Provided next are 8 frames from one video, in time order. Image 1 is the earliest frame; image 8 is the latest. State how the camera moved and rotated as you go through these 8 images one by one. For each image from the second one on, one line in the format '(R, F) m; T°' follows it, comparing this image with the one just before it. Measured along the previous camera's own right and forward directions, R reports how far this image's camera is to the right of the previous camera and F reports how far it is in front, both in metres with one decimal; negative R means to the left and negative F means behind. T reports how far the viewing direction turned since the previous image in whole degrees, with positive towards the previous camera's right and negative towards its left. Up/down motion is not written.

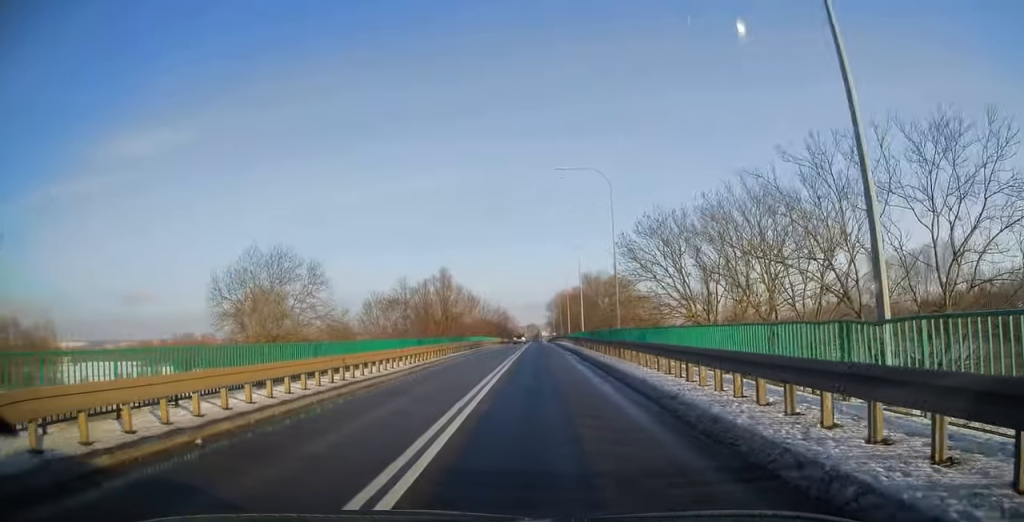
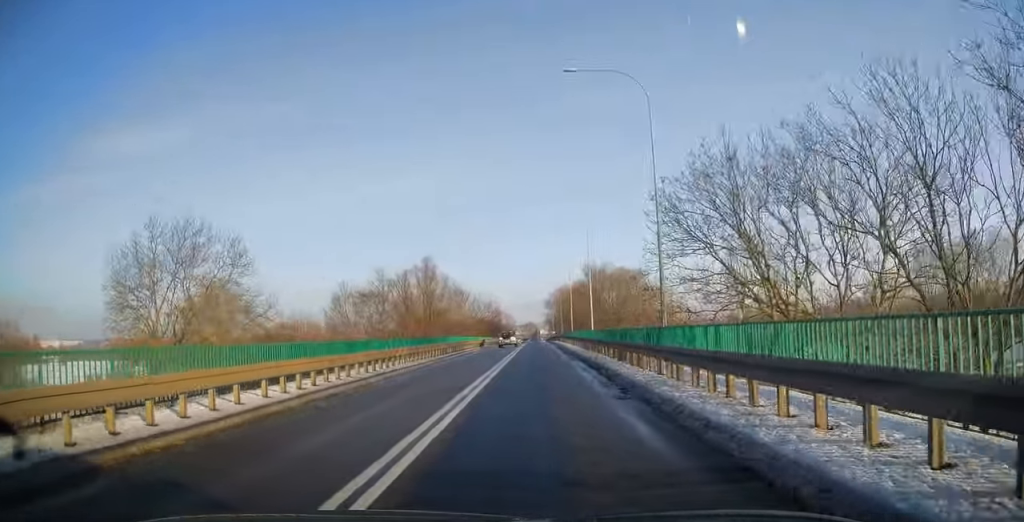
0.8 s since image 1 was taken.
(+0.1, +13.1) m; 0°
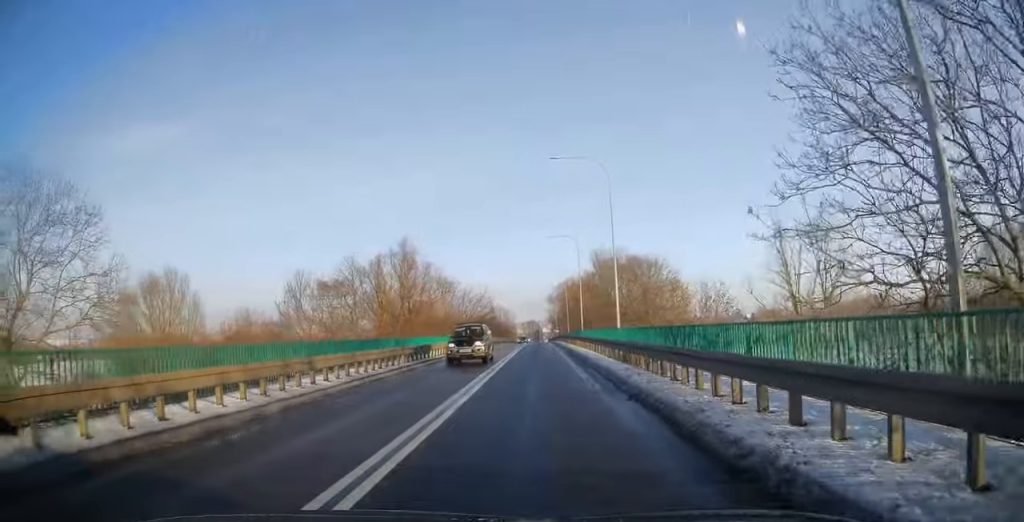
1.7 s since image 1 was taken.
(-0.3, +14.8) m; 0°
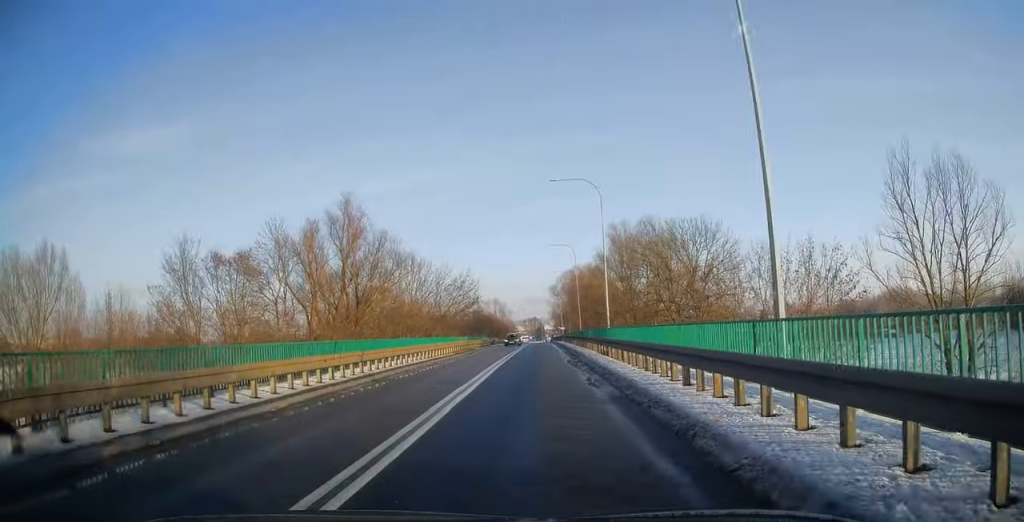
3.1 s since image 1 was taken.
(+0.1, +21.4) m; -1°
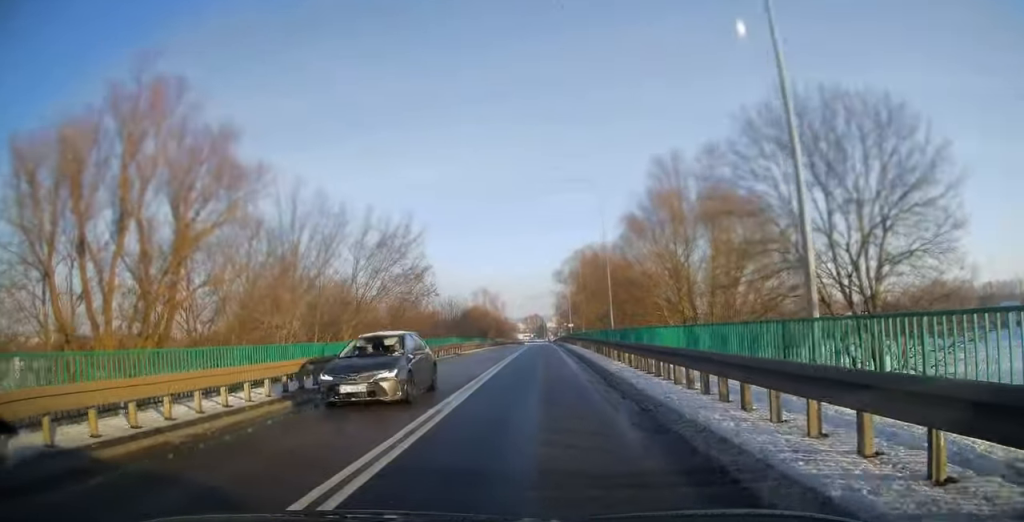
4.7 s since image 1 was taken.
(-0.4, +27.3) m; -1°
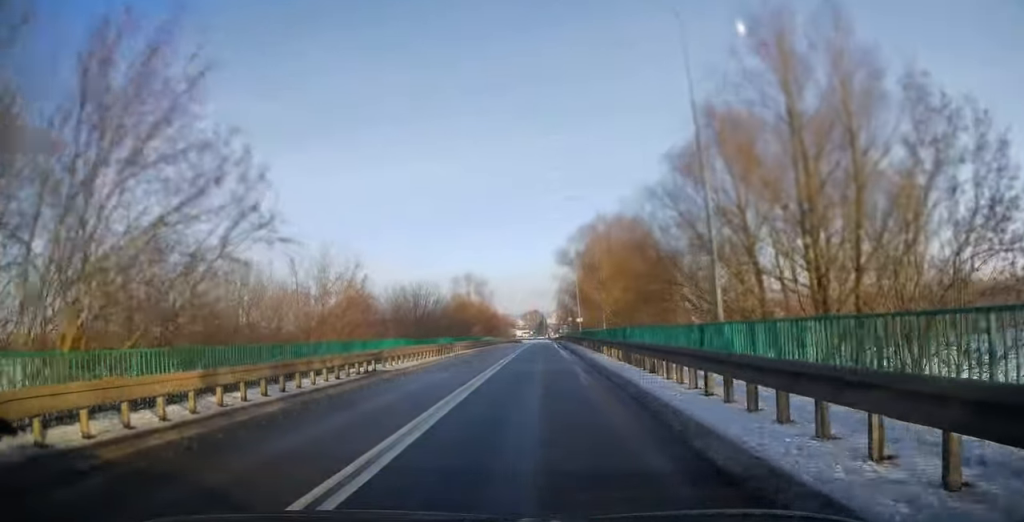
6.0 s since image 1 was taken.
(+0.3, +21.0) m; +1°
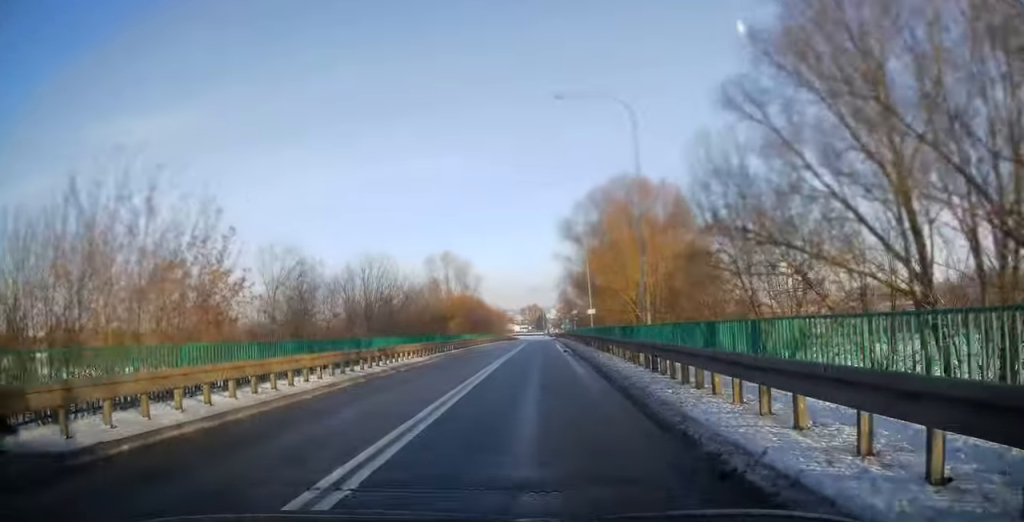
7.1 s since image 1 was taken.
(0.0, +16.7) m; -1°
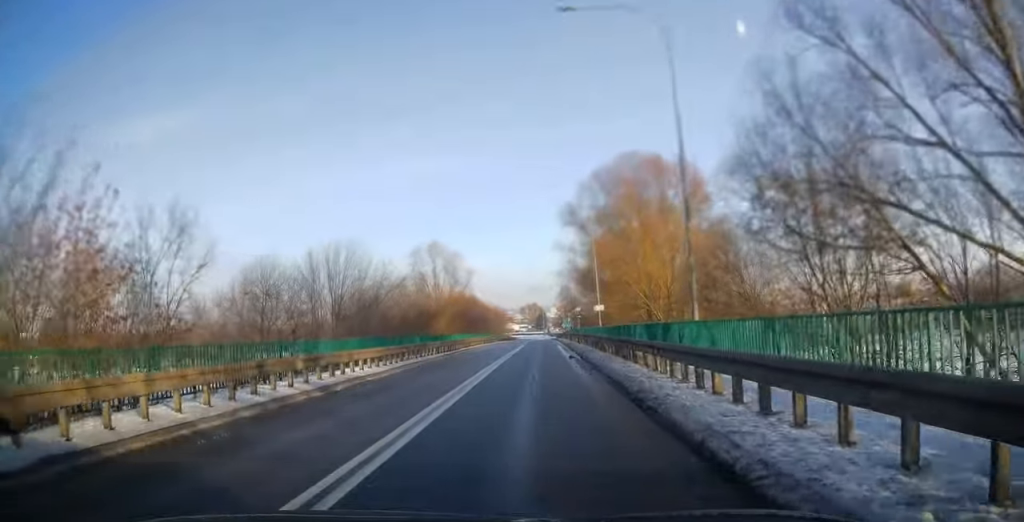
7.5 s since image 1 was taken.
(-0.1, +7.0) m; -1°
